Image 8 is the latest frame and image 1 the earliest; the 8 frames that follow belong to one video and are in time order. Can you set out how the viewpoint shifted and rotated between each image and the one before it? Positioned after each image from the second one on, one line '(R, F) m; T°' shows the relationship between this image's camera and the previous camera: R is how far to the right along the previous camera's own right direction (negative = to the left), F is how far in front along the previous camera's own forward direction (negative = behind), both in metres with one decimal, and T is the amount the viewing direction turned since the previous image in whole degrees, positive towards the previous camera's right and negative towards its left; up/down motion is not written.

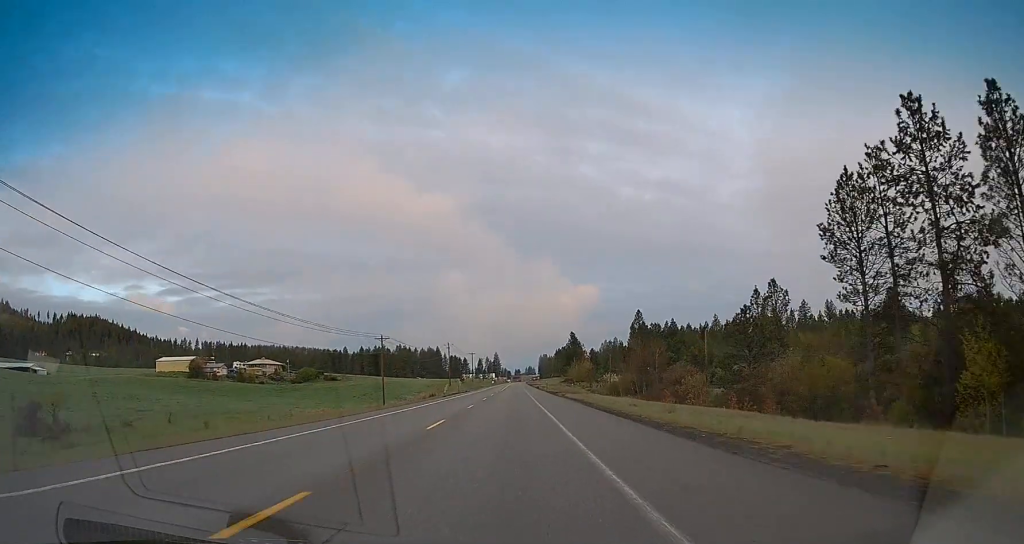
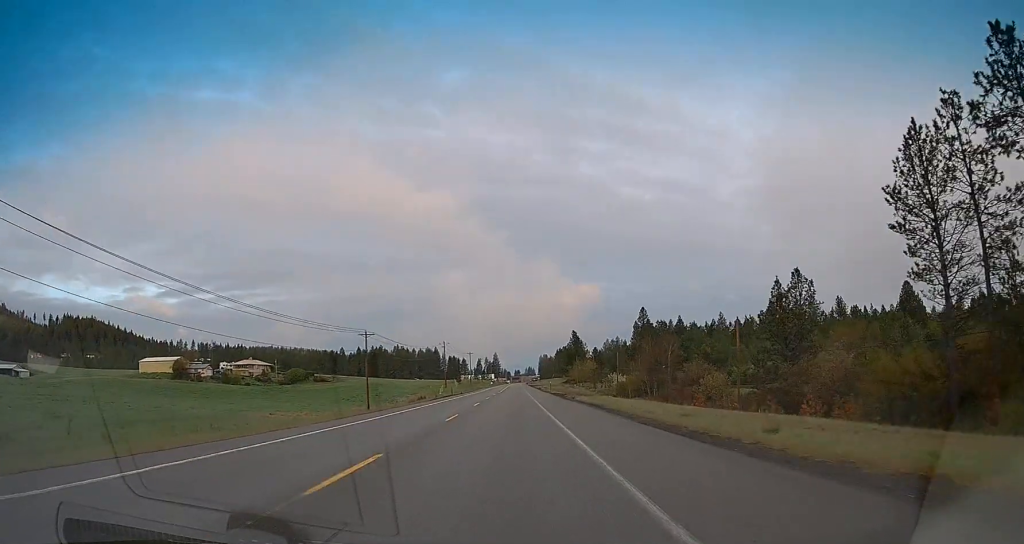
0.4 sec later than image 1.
(0.0, +10.7) m; 0°
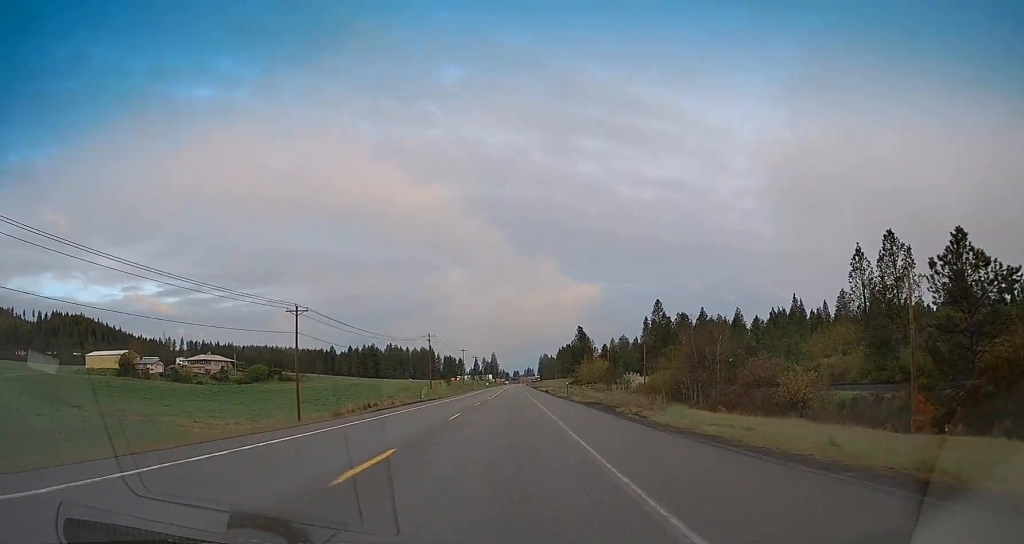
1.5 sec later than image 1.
(+0.3, +29.5) m; 0°
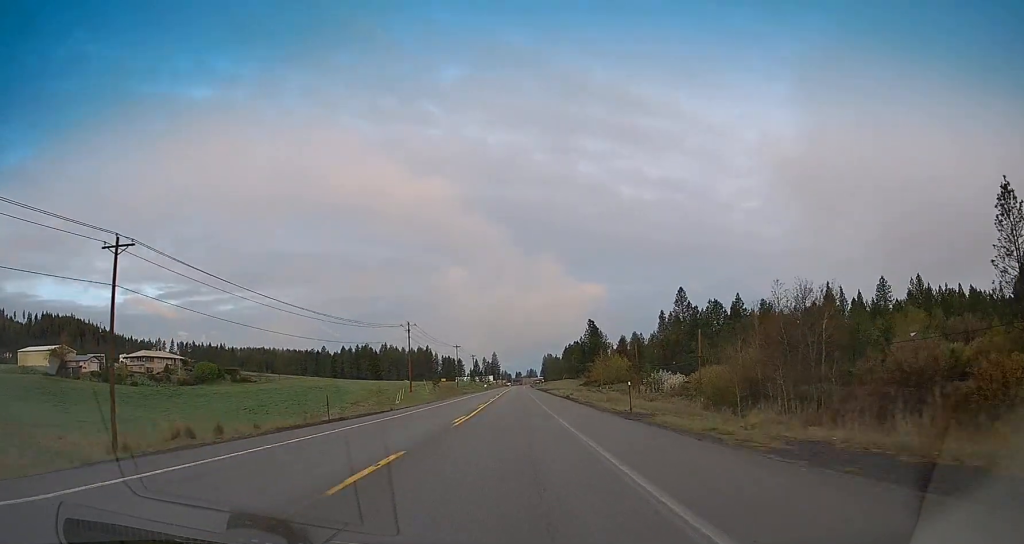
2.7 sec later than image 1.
(-0.2, +31.4) m; -1°
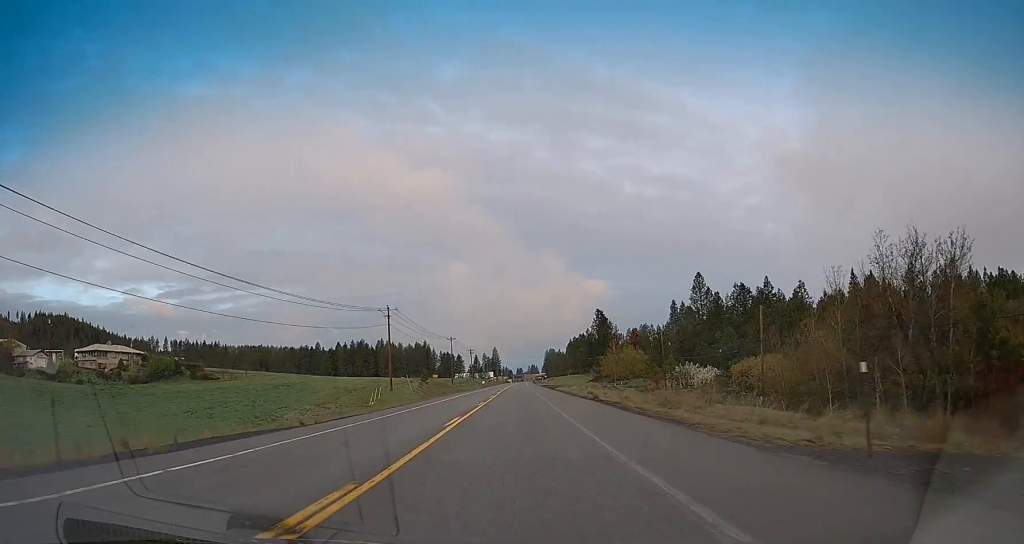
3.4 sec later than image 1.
(-0.1, +19.8) m; 0°
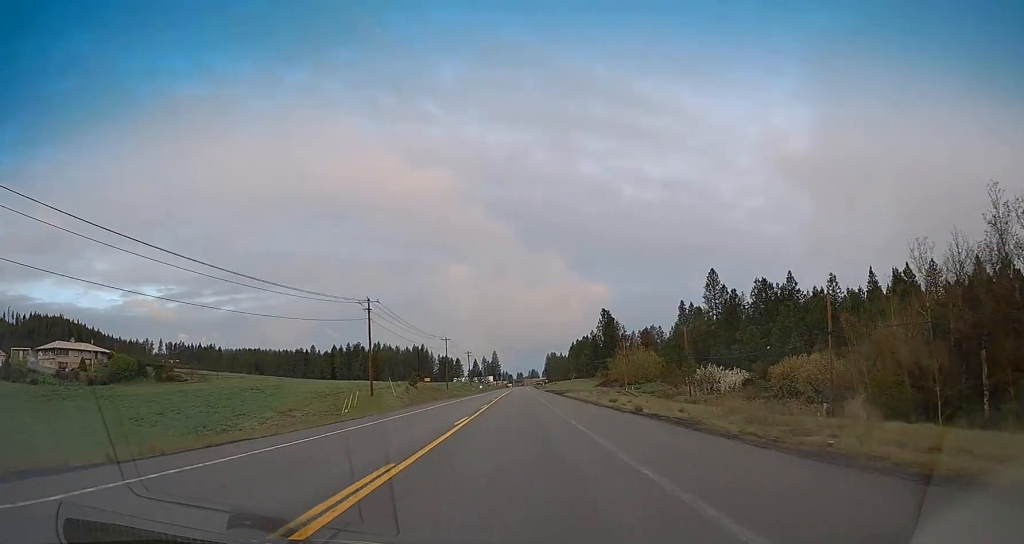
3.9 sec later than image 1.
(+0.1, +13.5) m; 0°
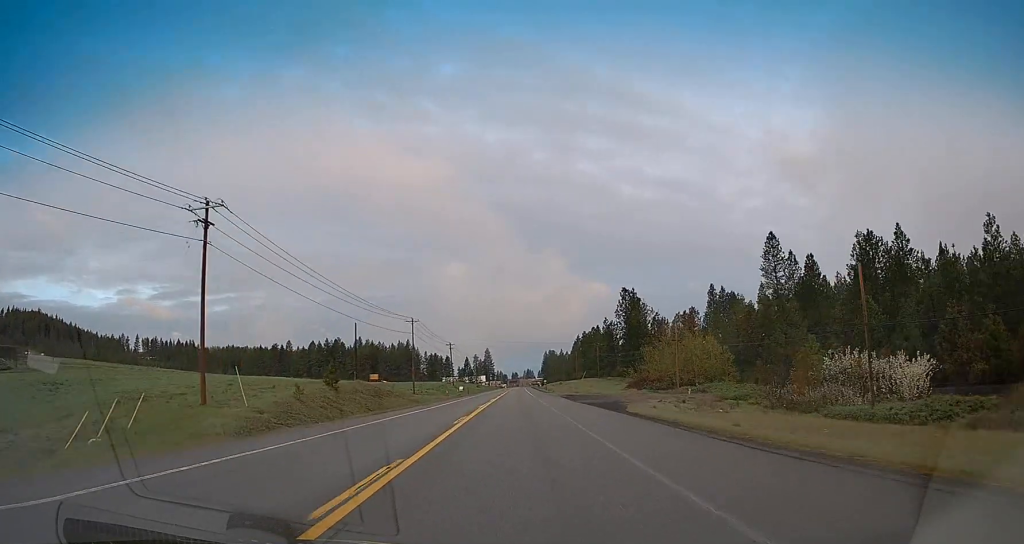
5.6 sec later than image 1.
(0.0, +45.6) m; 0°
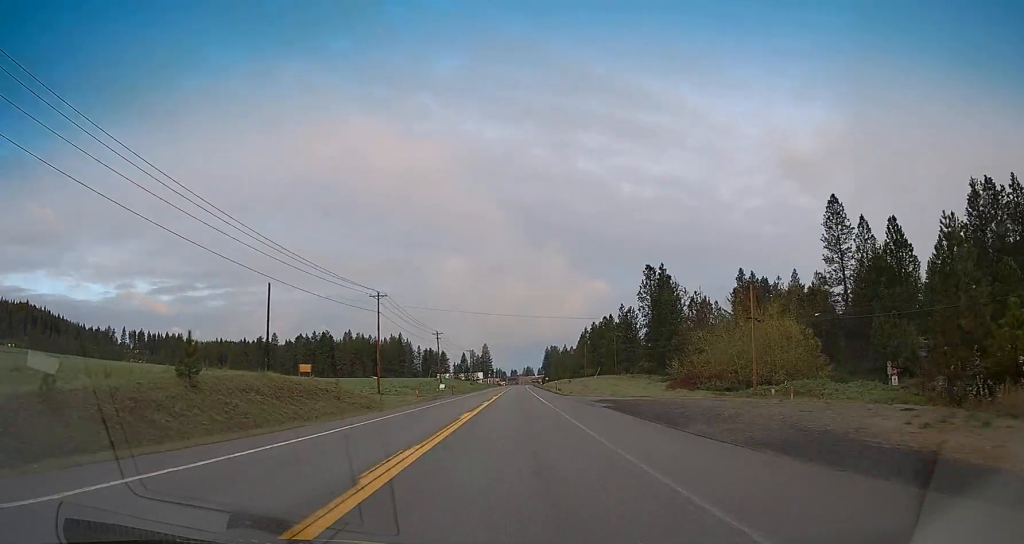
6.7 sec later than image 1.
(0.0, +28.7) m; 0°
